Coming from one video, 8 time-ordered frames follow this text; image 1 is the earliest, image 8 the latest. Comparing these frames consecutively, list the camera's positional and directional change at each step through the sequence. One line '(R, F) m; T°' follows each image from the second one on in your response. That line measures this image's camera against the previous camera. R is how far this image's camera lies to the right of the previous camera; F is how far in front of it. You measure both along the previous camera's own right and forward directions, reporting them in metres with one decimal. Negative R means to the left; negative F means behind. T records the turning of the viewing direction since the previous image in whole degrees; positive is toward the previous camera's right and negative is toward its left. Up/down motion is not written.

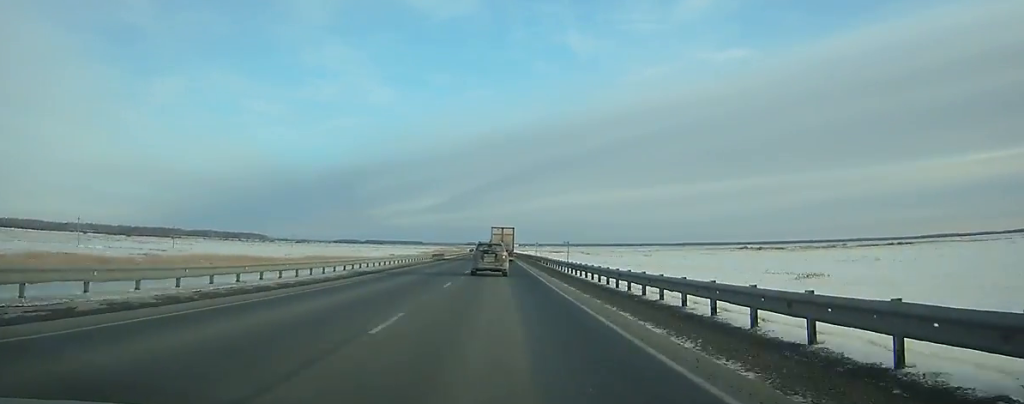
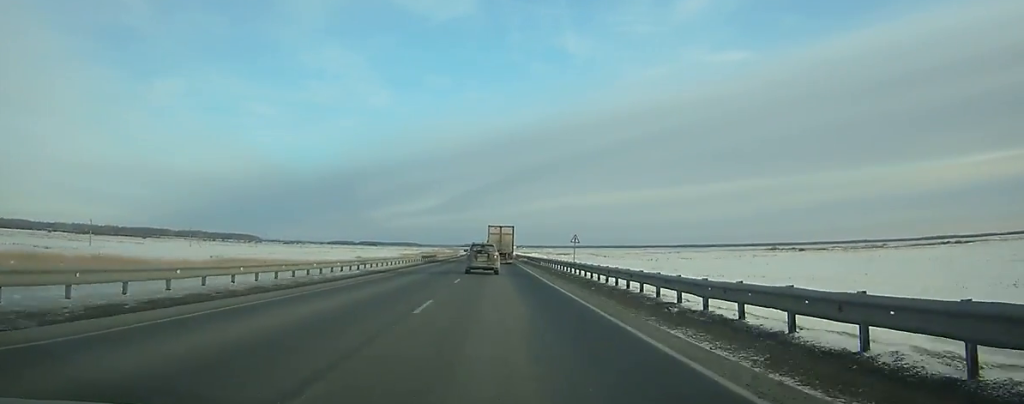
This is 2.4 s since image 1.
(-0.3, +58.2) m; 0°
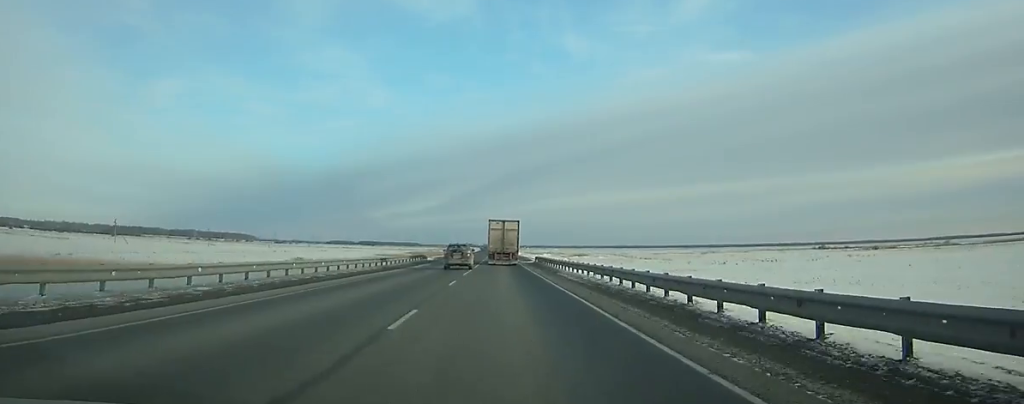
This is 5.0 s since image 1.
(-0.2, +65.1) m; 0°
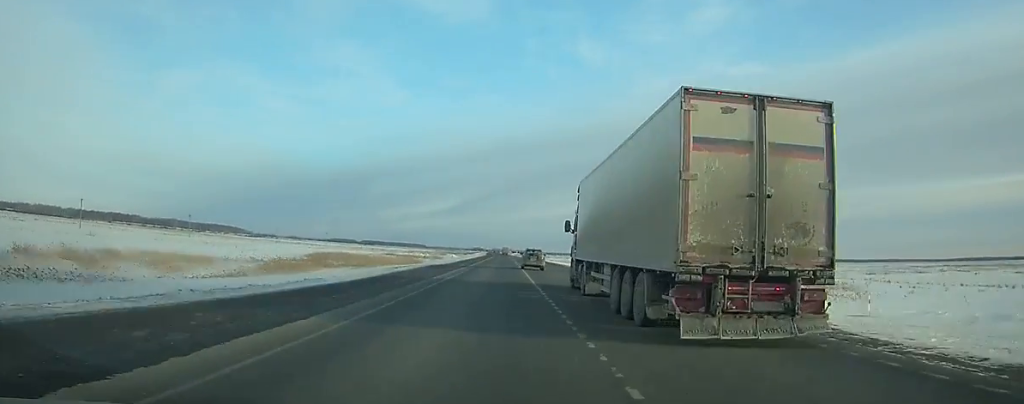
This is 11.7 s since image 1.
(-0.8, +182.0) m; 0°
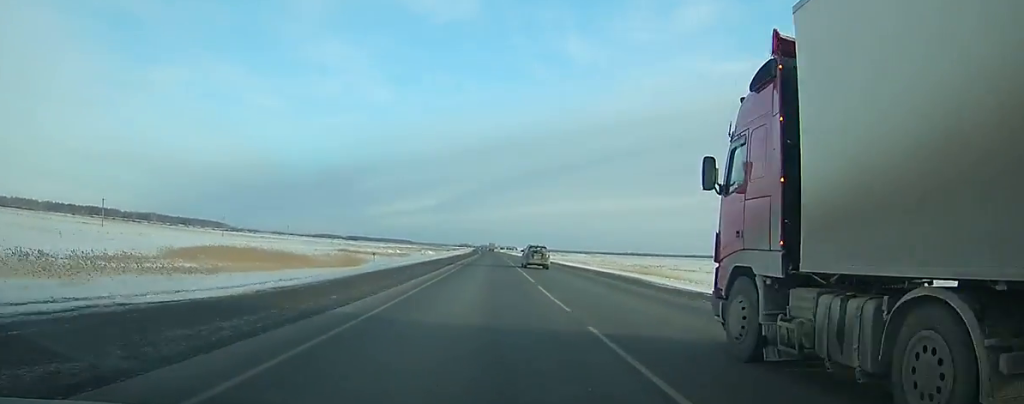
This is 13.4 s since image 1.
(+0.3, +48.8) m; 0°
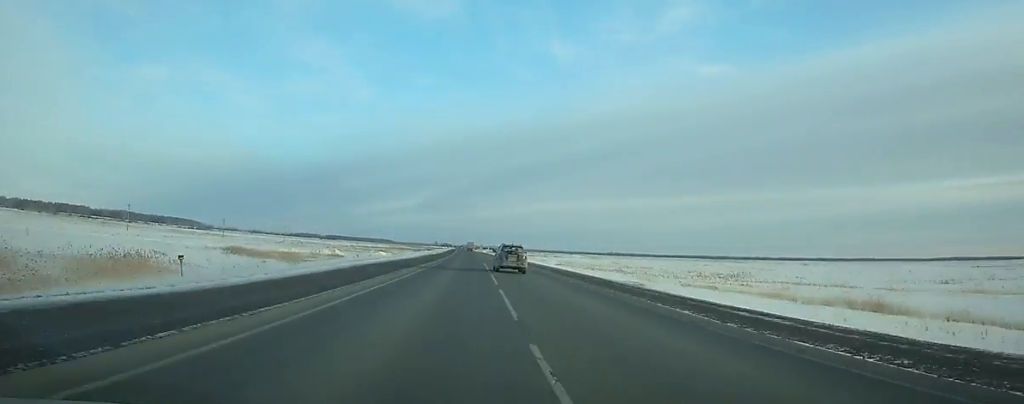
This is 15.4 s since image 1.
(+0.5, +57.9) m; 0°
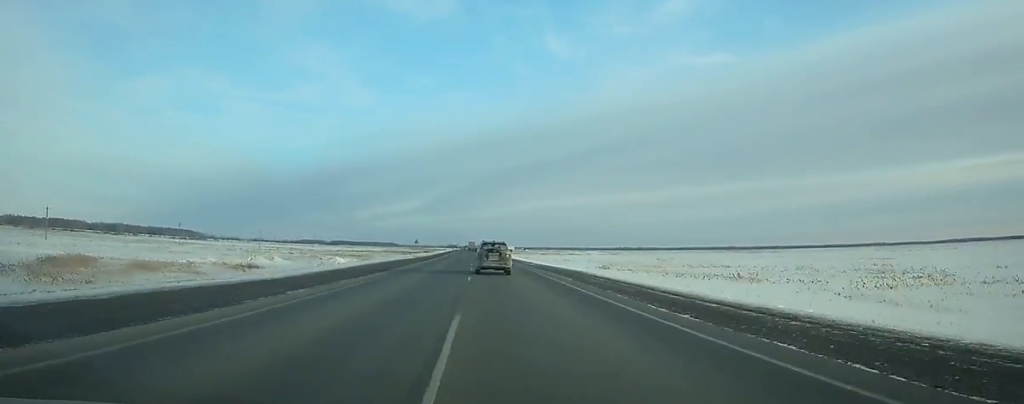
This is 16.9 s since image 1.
(0.0, +42.6) m; 0°
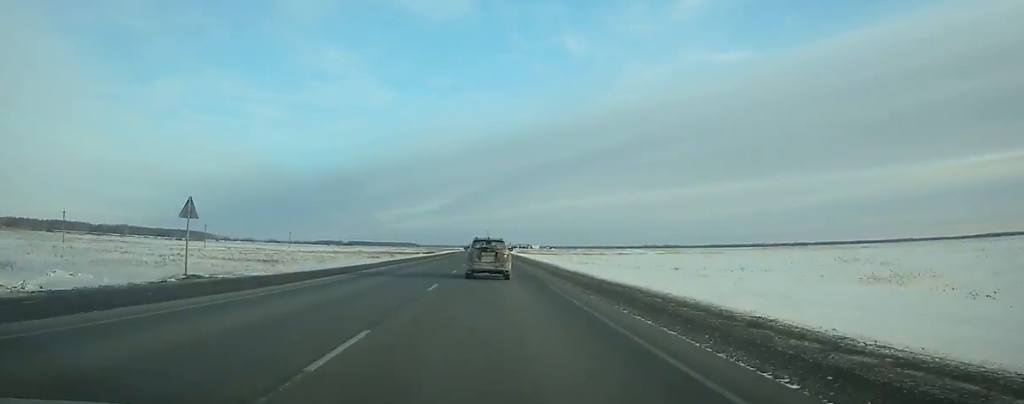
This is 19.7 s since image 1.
(-0.4, +77.9) m; -1°
